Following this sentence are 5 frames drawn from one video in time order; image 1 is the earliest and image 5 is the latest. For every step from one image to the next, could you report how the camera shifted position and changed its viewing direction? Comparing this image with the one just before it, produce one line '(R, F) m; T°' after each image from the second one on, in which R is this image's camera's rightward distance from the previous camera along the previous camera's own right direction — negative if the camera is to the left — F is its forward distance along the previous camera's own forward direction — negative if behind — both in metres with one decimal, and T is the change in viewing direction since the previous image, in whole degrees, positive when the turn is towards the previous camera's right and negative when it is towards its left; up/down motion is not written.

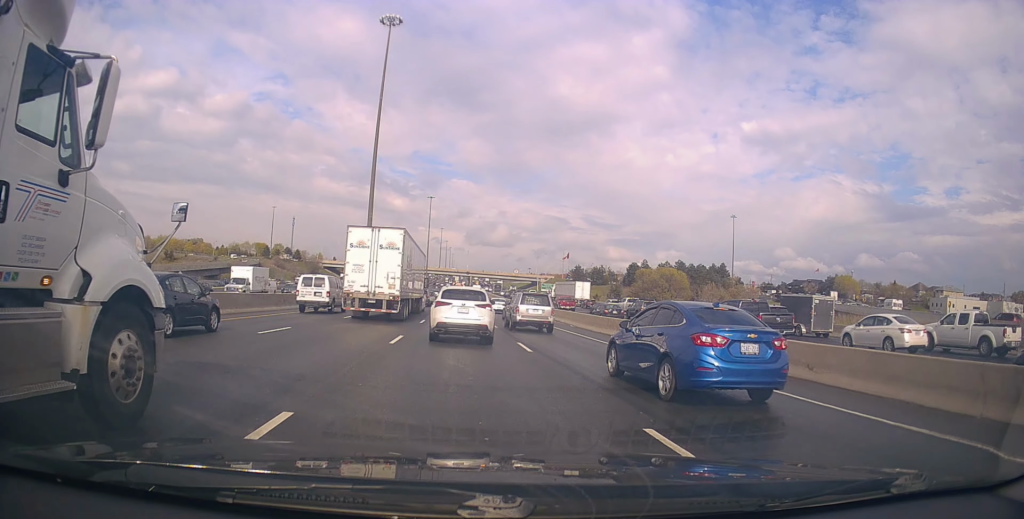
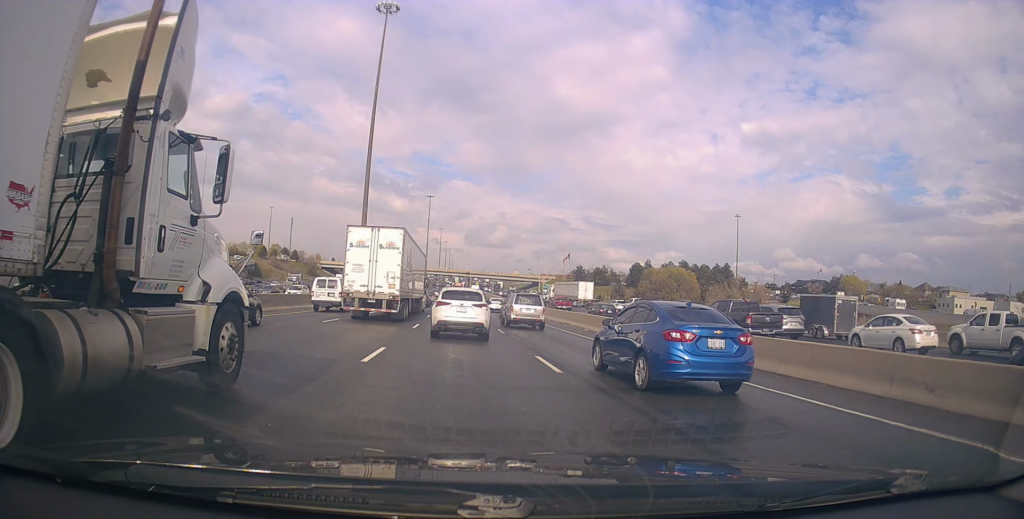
(+0.2, +4.3) m; +1°
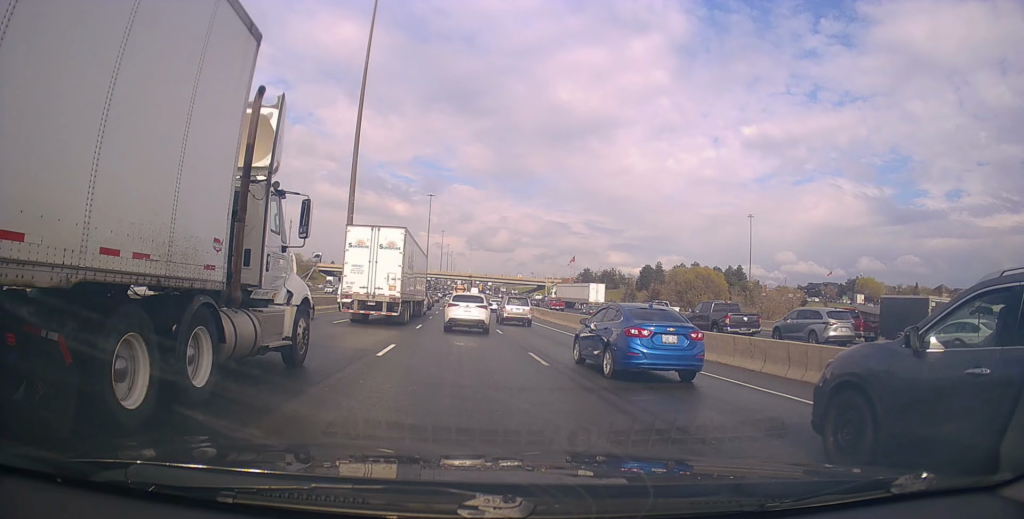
(-0.3, +10.5) m; -2°
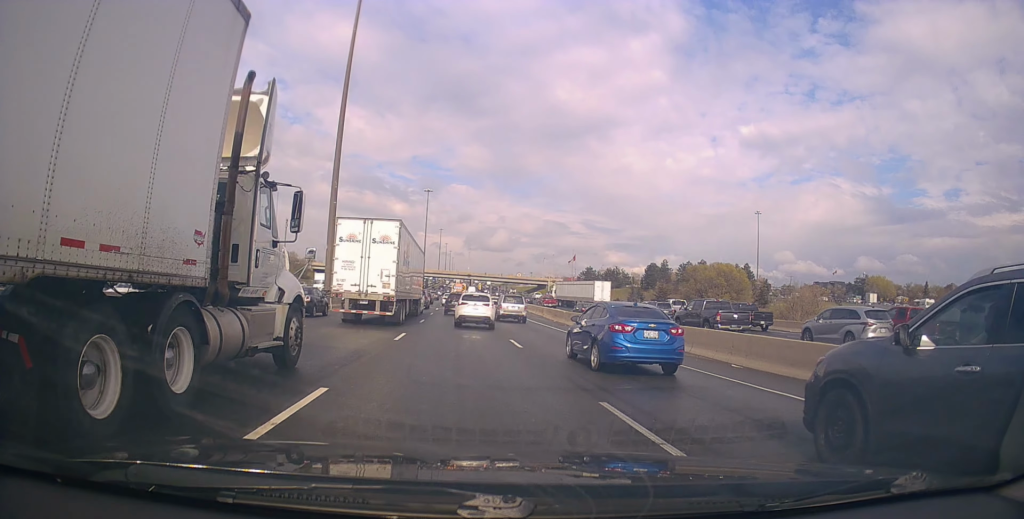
(+0.2, +7.9) m; +1°
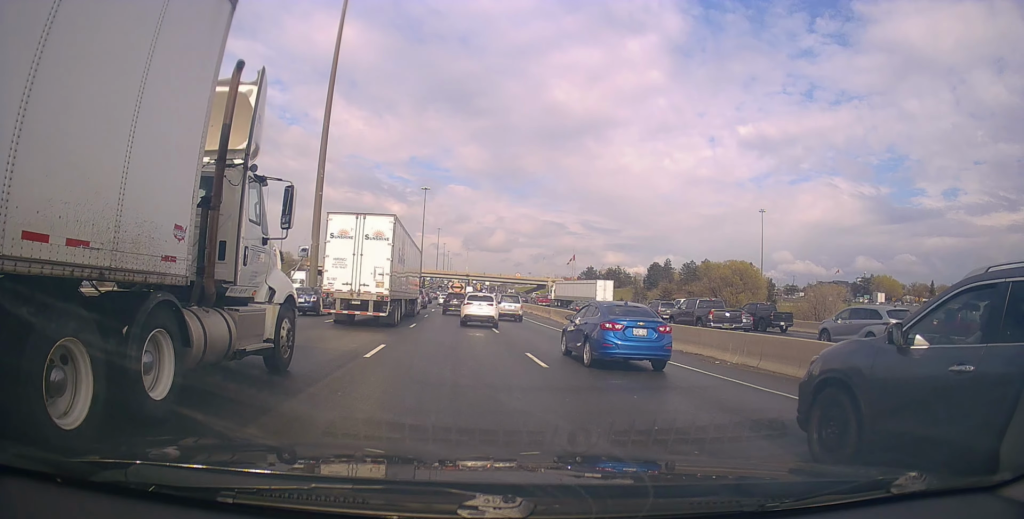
(-0.1, +5.0) m; 0°
